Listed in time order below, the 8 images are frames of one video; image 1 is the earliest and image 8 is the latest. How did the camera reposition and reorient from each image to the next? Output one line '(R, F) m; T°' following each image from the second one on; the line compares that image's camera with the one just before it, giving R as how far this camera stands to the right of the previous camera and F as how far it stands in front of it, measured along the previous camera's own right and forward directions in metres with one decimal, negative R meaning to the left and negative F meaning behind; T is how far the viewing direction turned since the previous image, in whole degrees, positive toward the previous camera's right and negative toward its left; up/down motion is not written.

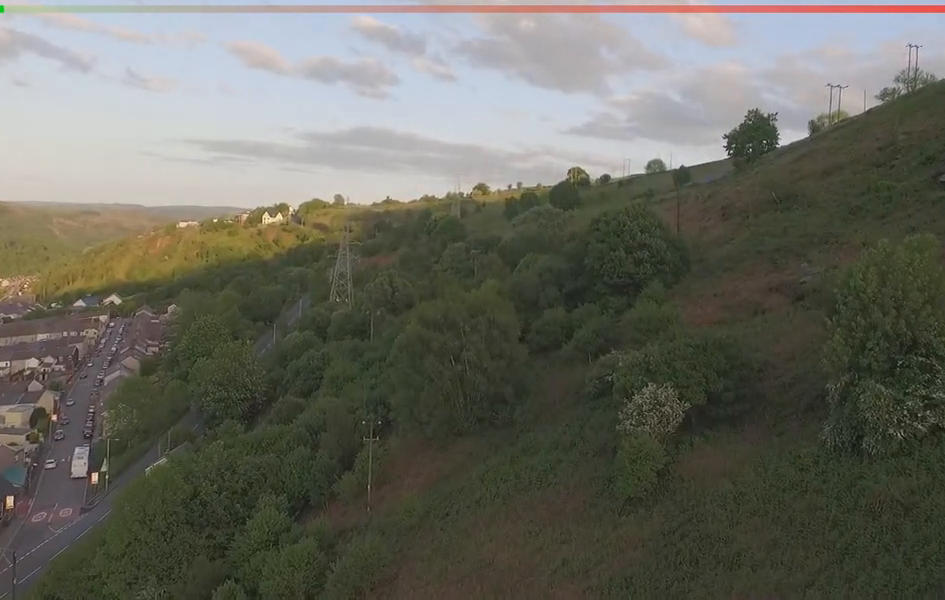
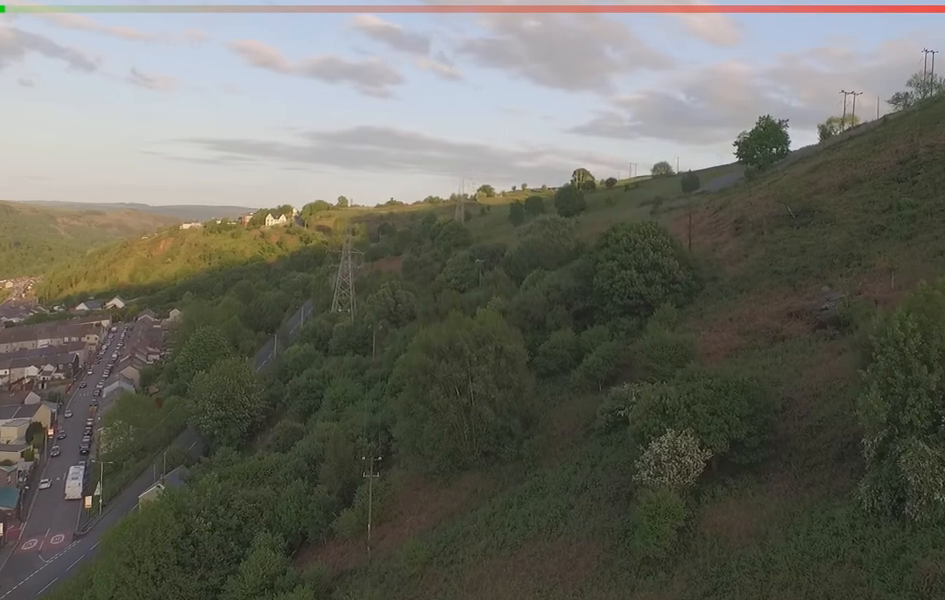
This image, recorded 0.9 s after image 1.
(-0.2, +4.9) m; -2°
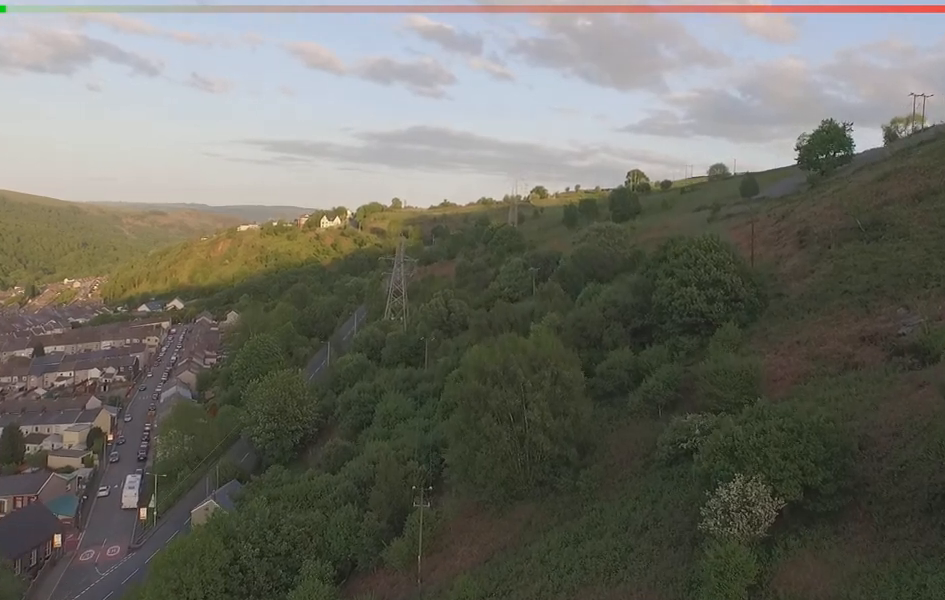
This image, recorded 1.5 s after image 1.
(0.0, +5.0) m; -1°
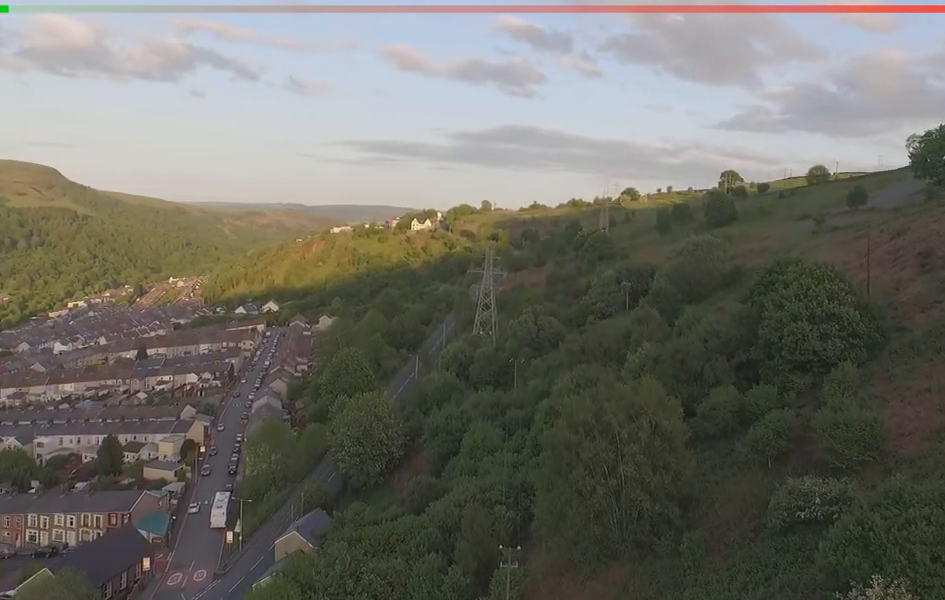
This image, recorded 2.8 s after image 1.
(-0.2, +9.7) m; -3°
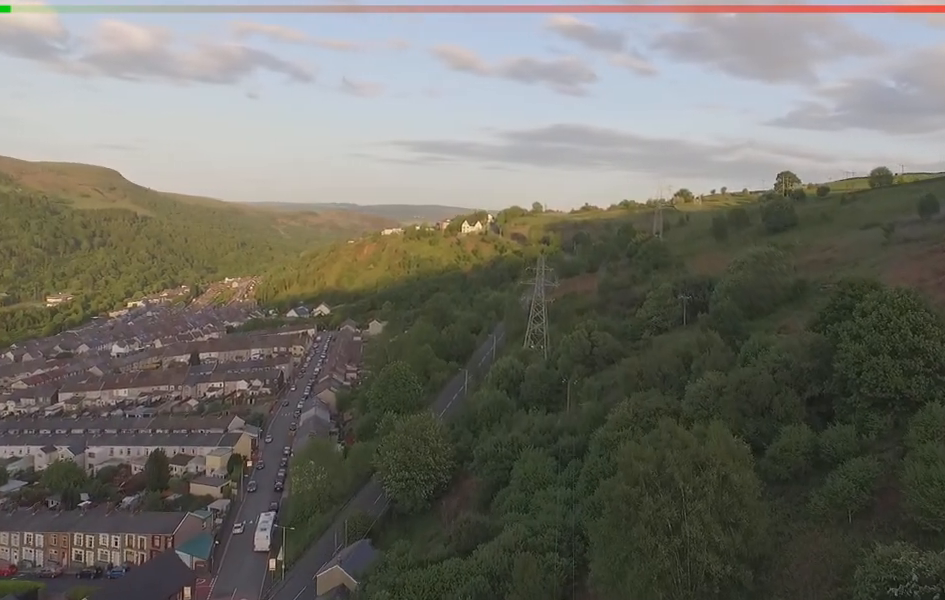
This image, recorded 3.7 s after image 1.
(-0.2, +9.8) m; -2°
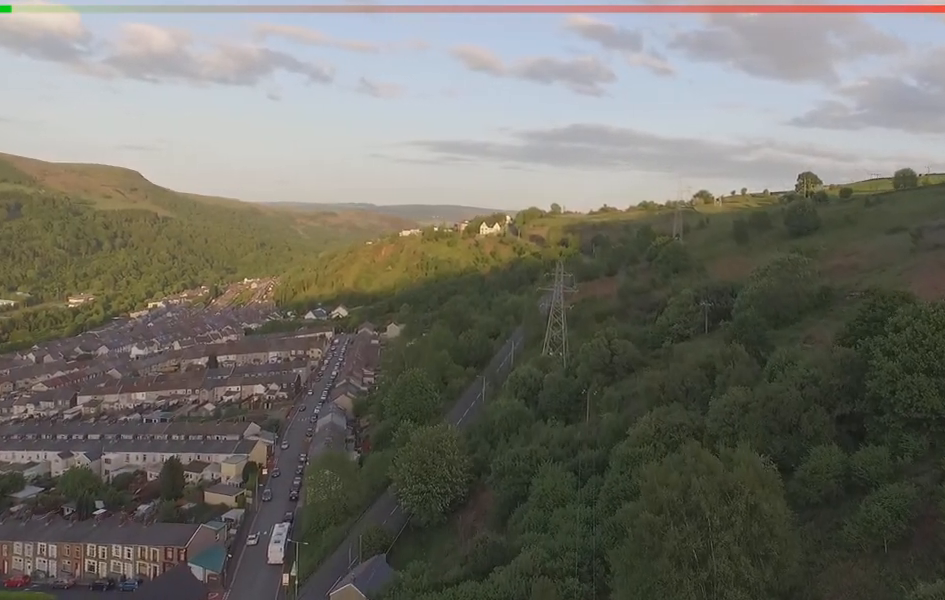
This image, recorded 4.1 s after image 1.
(-0.1, +3.7) m; 0°
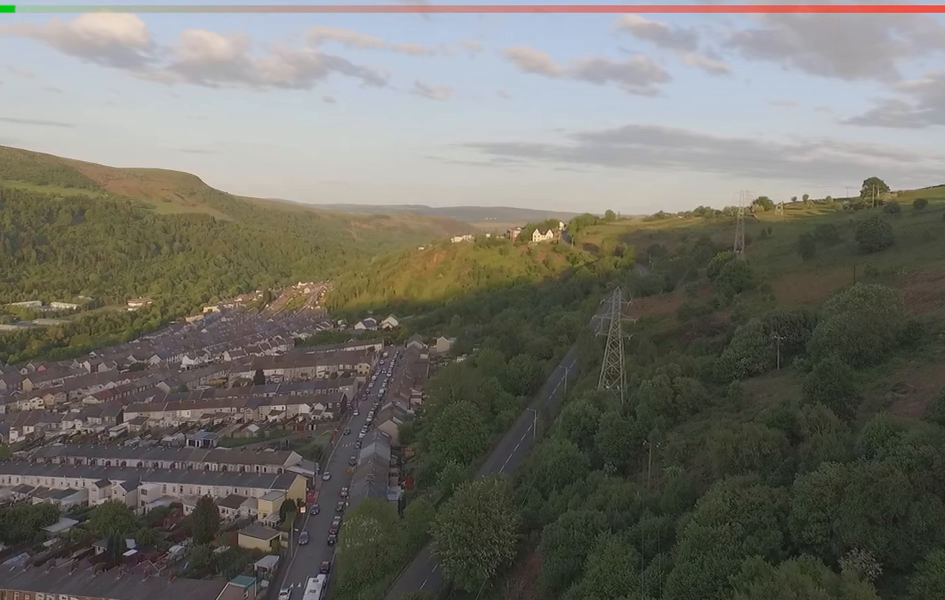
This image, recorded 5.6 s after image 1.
(0.0, +15.2) m; +1°
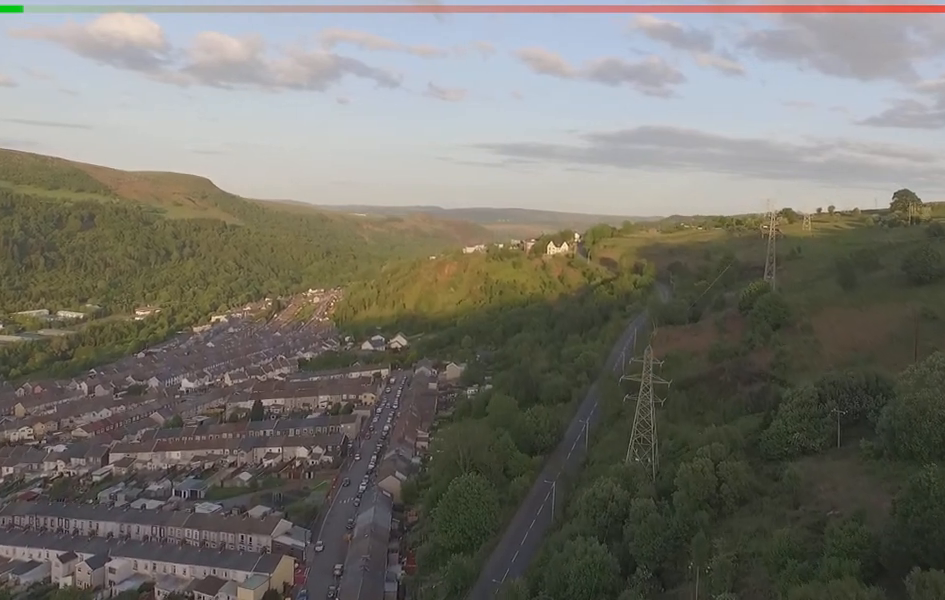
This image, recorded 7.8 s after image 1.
(+1.2, +33.2) m; +4°
